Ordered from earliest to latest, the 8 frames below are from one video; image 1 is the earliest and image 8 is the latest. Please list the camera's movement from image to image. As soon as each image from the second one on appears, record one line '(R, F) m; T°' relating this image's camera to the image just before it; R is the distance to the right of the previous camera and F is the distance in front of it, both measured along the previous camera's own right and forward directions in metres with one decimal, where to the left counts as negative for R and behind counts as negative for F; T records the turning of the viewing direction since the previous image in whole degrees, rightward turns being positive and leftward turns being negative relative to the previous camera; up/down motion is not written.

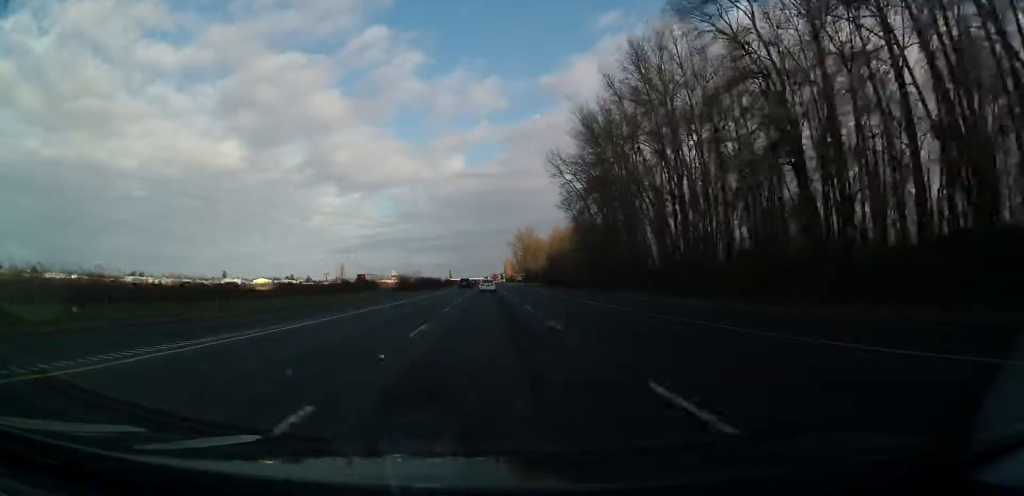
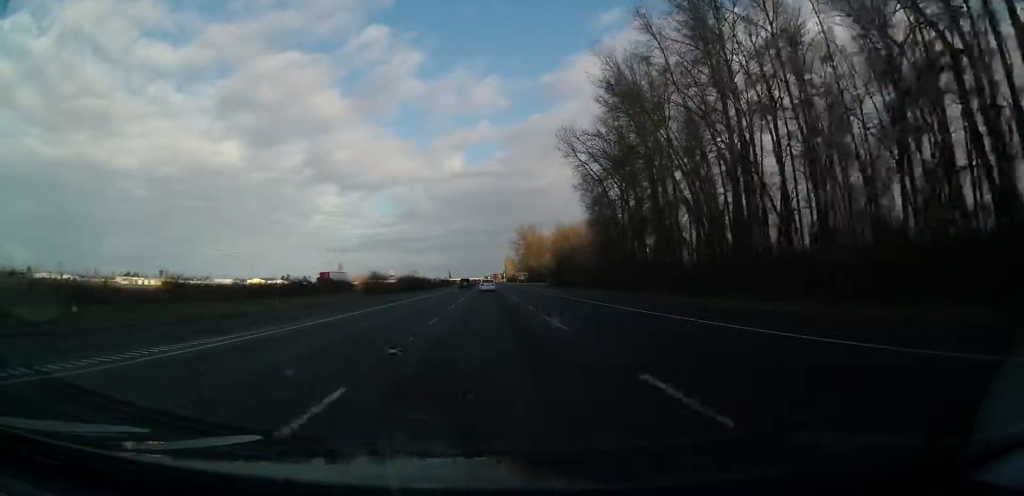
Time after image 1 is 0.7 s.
(+0.4, +23.4) m; 0°
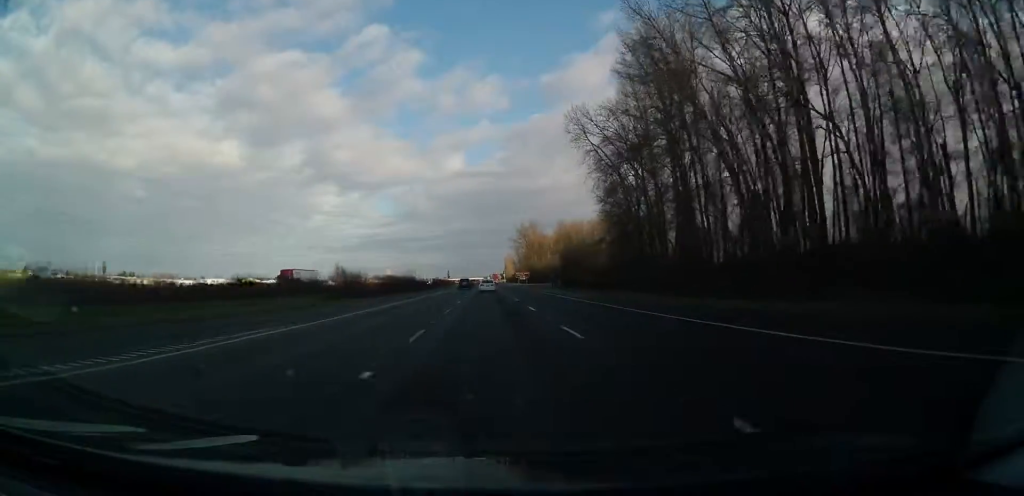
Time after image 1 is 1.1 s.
(-0.1, +15.2) m; 0°
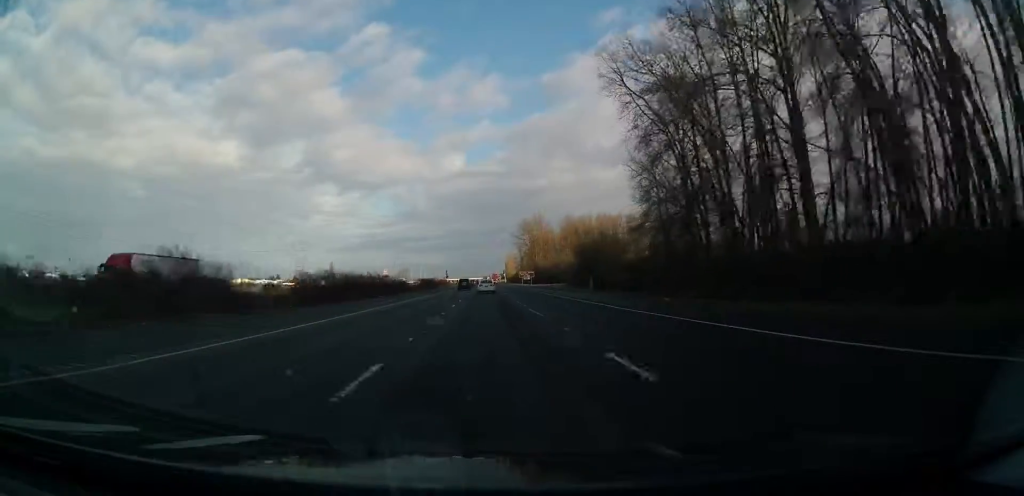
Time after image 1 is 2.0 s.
(-0.3, +31.4) m; 0°
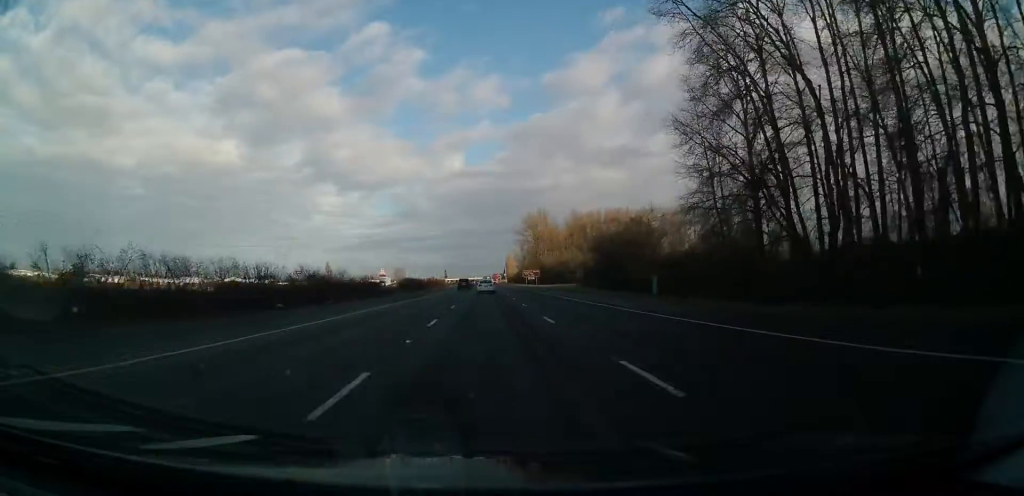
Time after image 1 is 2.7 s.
(+0.5, +25.3) m; 0°
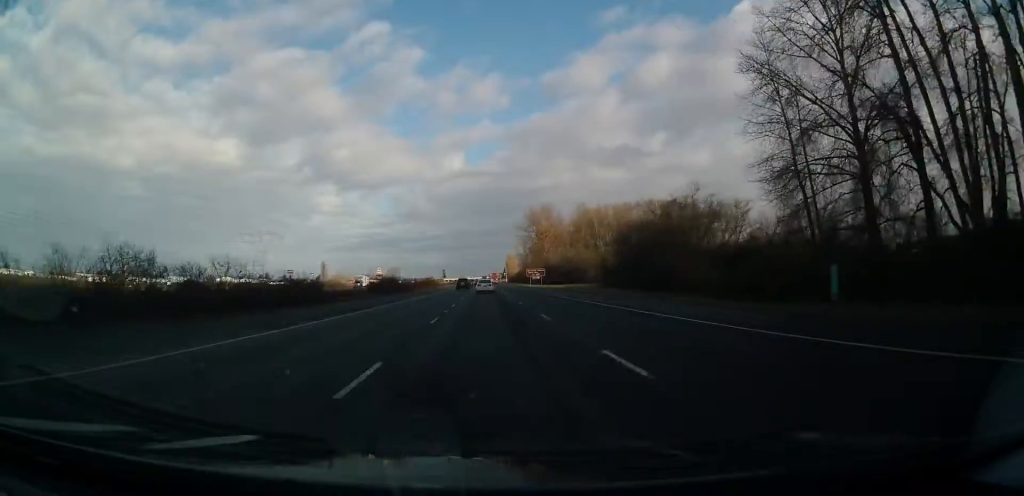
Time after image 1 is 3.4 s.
(-0.3, +23.0) m; -1°
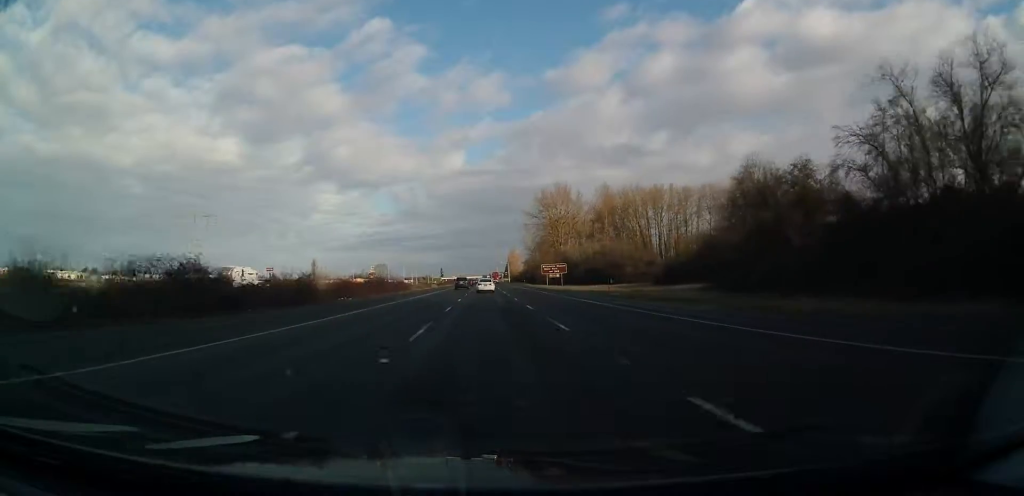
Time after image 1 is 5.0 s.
(-0.2, +53.8) m; 0°
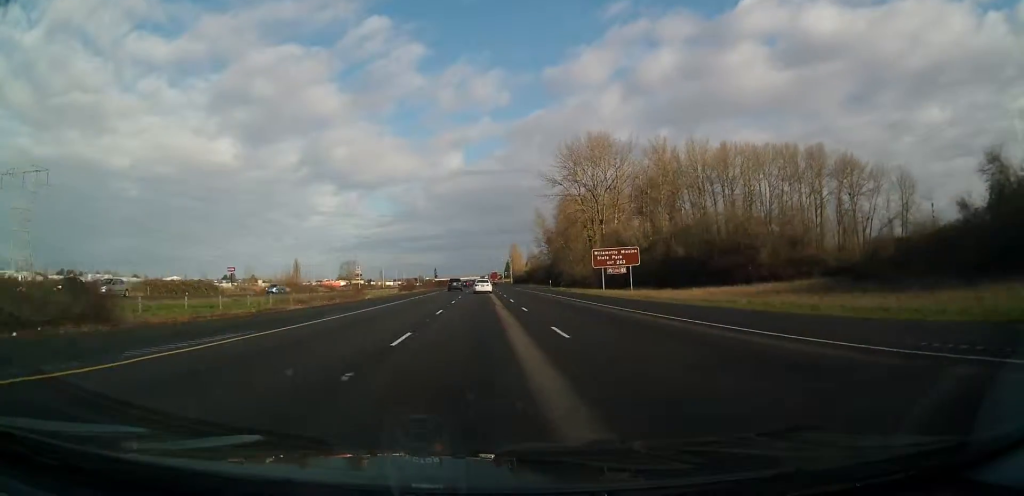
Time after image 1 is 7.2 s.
(+1.0, +75.2) m; +1°
